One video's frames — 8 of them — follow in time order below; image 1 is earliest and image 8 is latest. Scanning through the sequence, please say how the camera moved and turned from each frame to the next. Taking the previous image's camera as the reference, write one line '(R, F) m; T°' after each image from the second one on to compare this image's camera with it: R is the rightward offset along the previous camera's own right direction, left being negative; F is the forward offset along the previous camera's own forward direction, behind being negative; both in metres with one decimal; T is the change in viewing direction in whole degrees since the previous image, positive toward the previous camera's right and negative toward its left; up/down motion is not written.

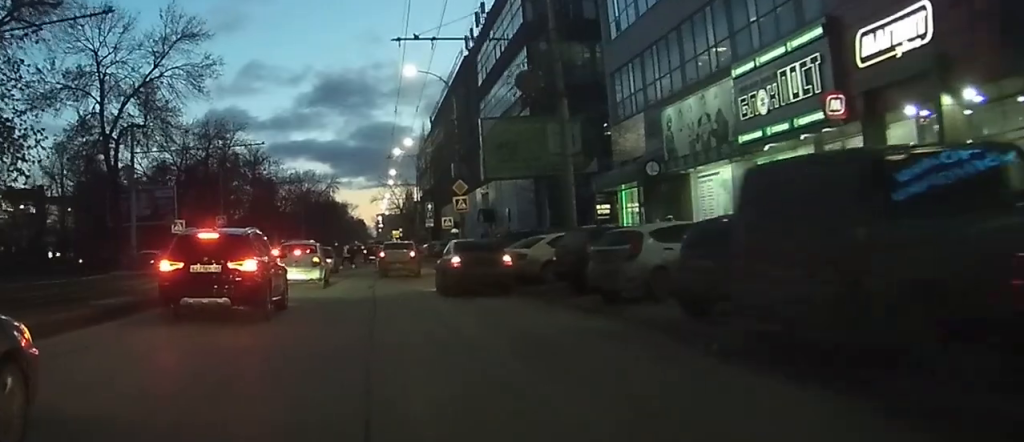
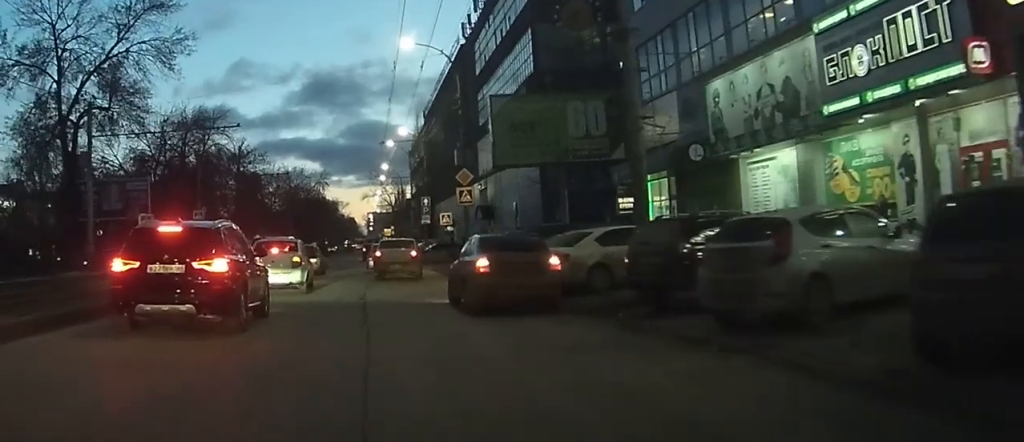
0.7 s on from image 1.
(0.0, +7.0) m; 0°
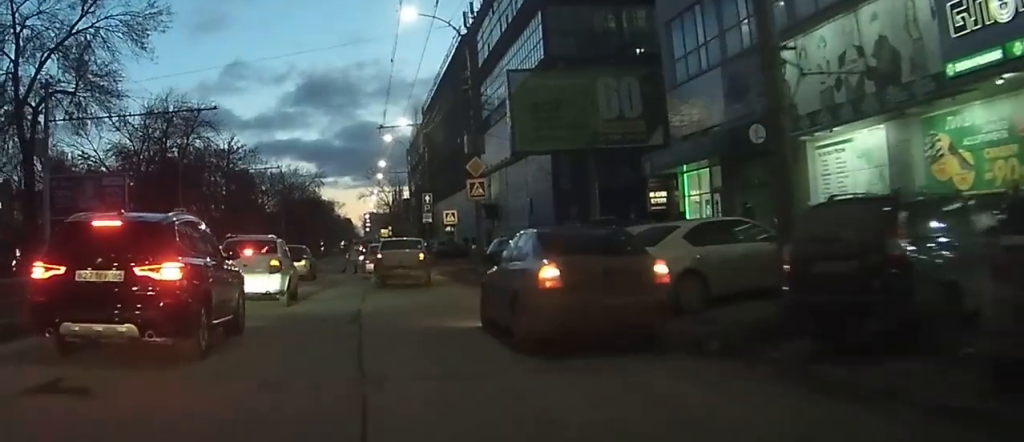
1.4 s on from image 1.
(-0.1, +6.3) m; 0°
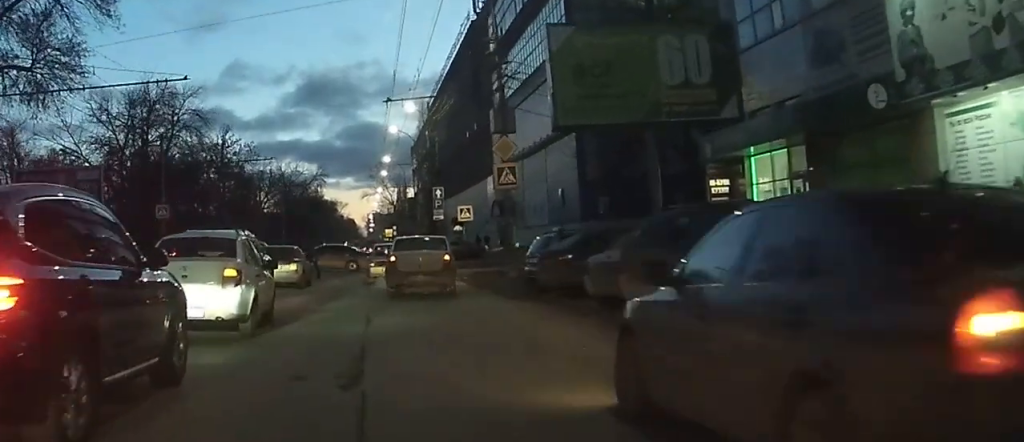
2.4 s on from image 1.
(+0.1, +8.0) m; +2°
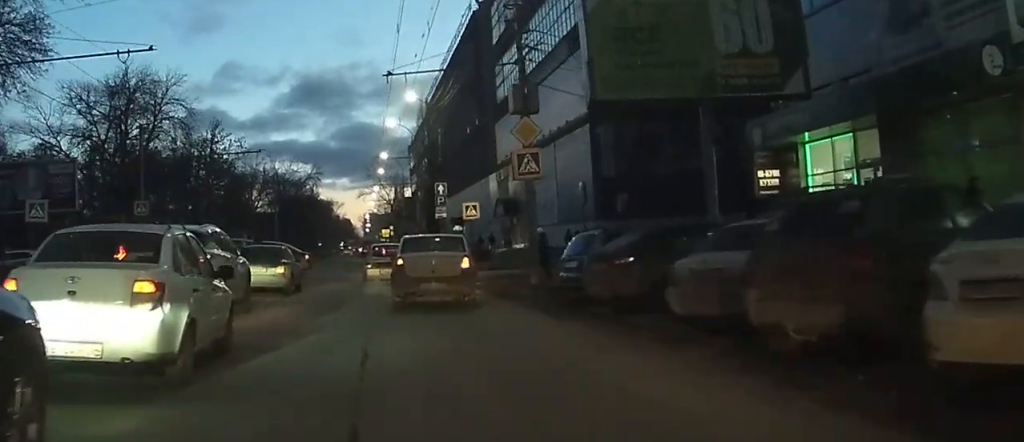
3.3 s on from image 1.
(+0.1, +5.9) m; +1°
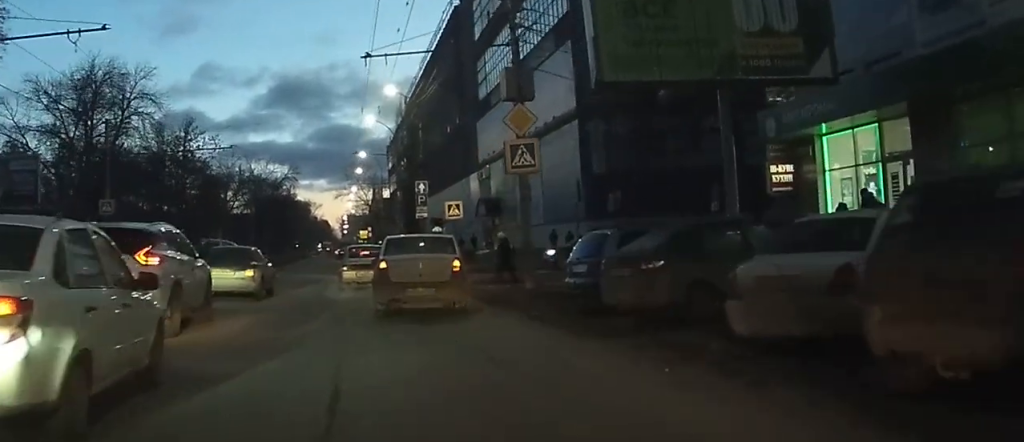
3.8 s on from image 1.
(0.0, +3.5) m; +1°
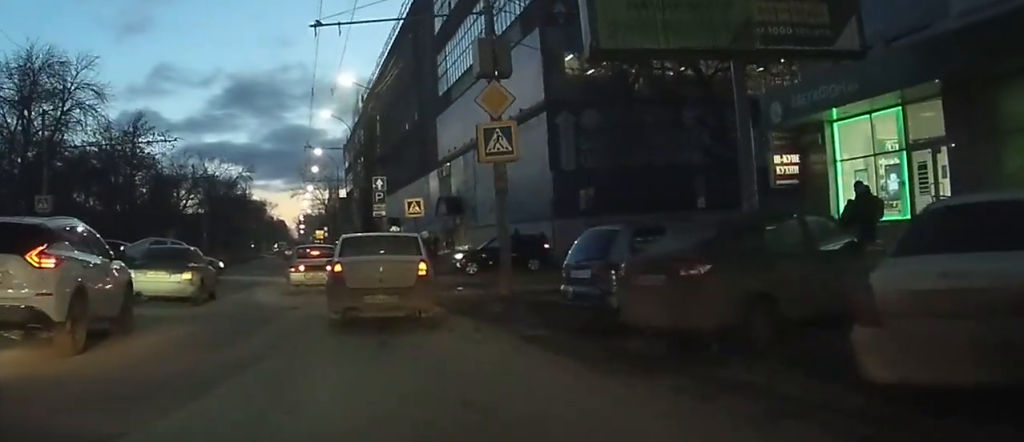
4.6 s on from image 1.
(+0.1, +4.0) m; +2°
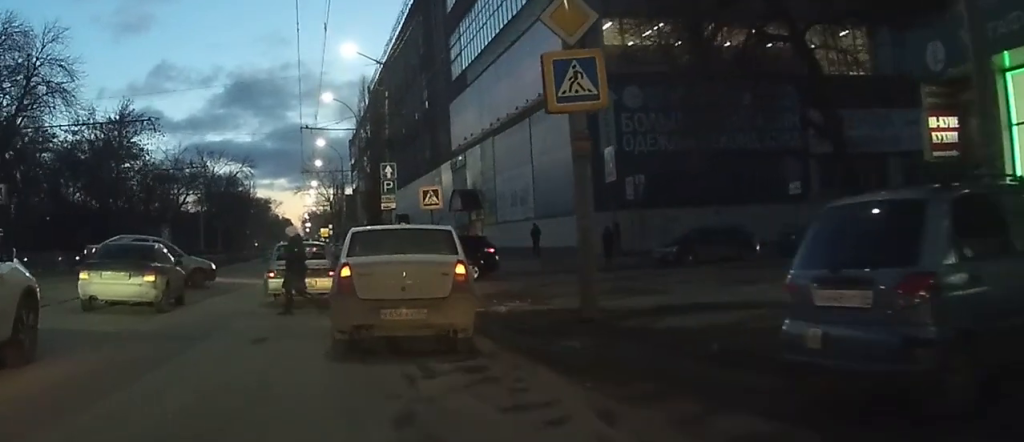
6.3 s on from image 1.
(+0.1, +7.5) m; -3°
